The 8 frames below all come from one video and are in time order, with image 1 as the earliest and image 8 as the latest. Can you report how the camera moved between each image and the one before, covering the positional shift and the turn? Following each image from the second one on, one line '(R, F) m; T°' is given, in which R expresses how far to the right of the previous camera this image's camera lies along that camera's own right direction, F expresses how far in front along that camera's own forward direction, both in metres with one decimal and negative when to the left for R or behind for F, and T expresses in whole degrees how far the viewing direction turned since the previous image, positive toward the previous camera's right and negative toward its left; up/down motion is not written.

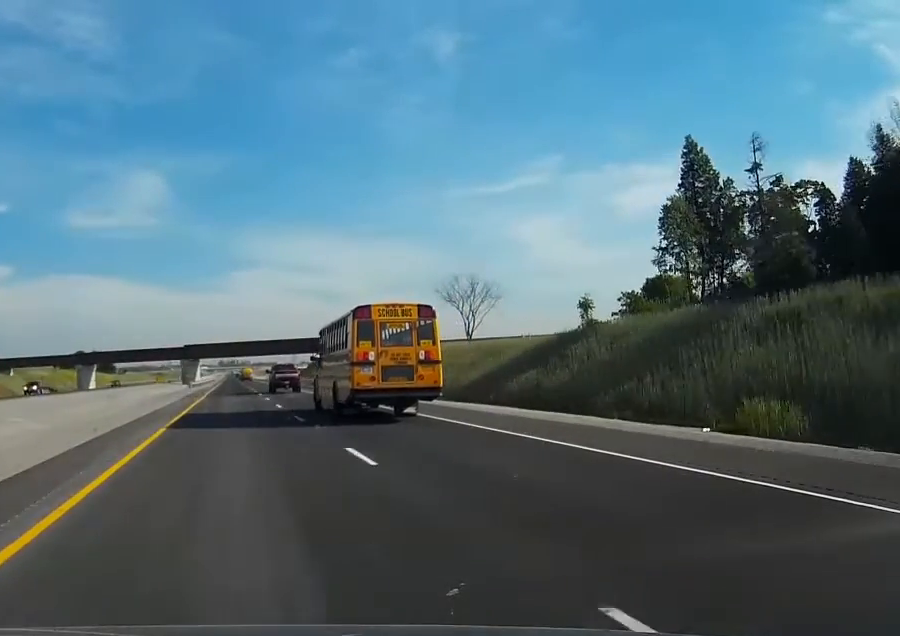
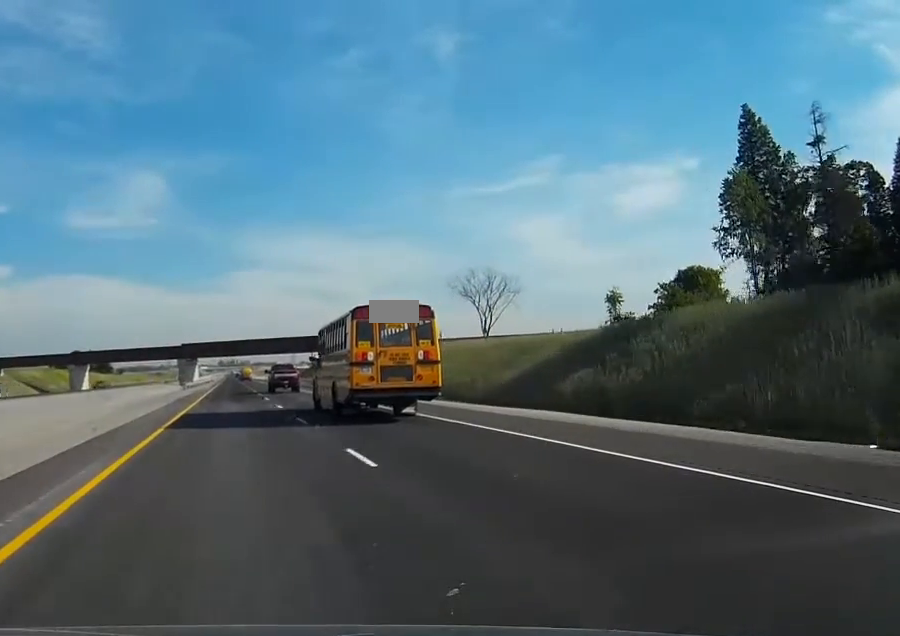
(0.0, +12.3) m; 0°
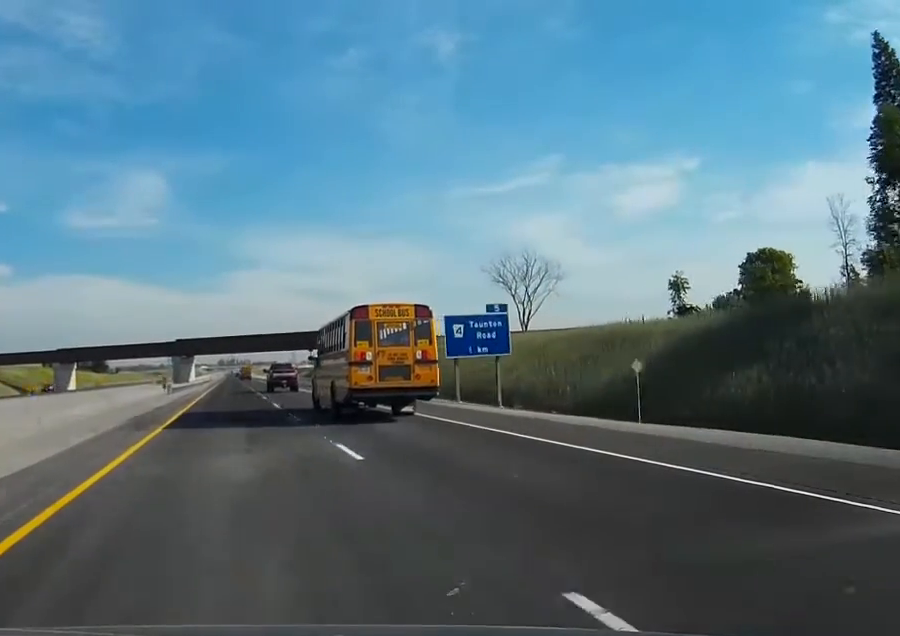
(0.0, +22.5) m; 0°
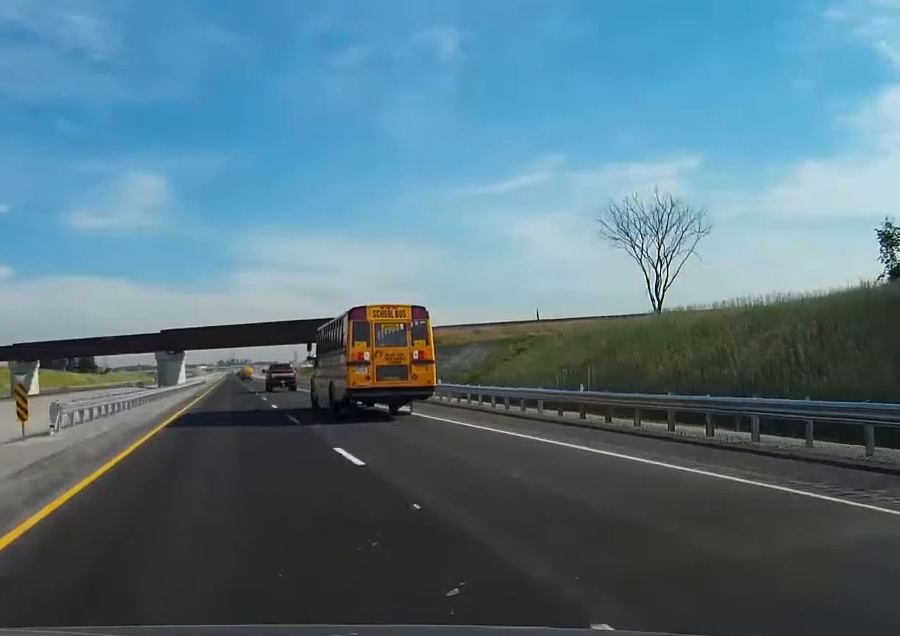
(0.0, +47.8) m; 0°
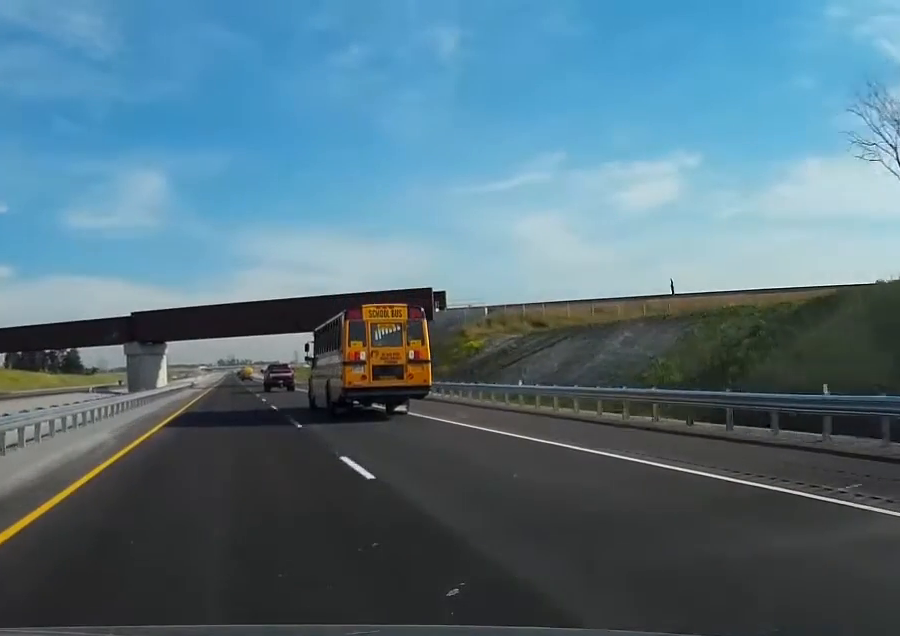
(+0.1, +48.9) m; 0°
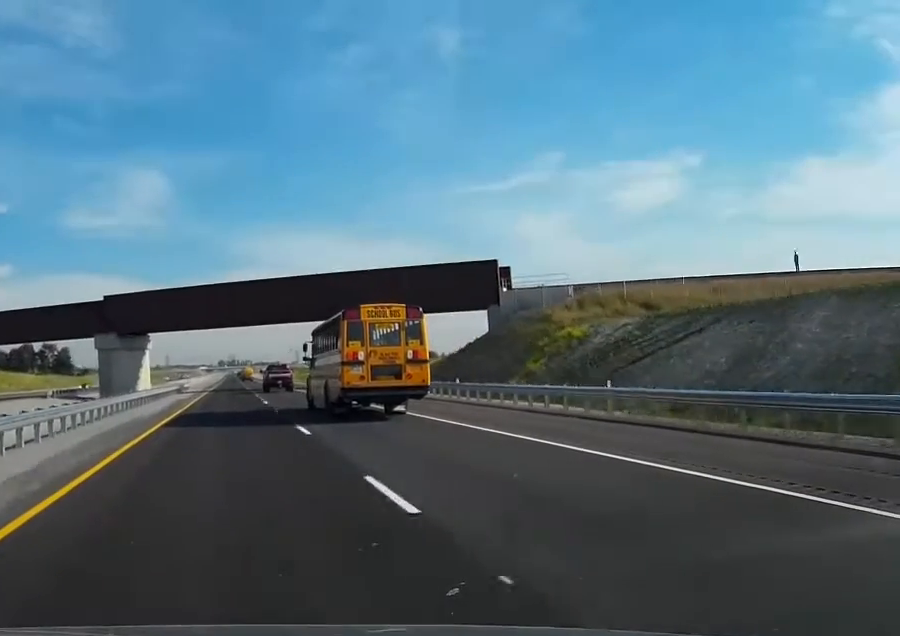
(0.0, +26.6) m; 0°
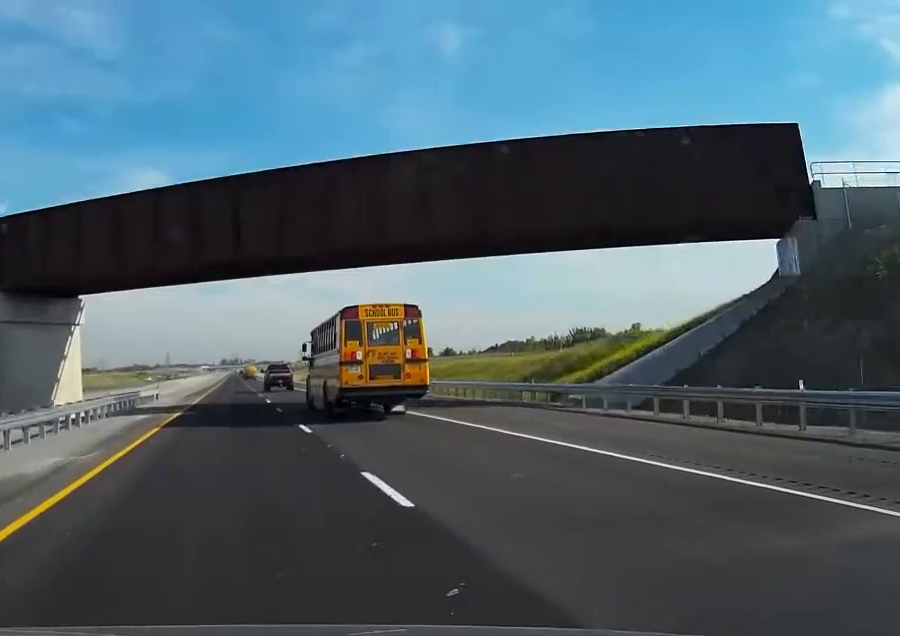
(0.0, +47.2) m; 0°
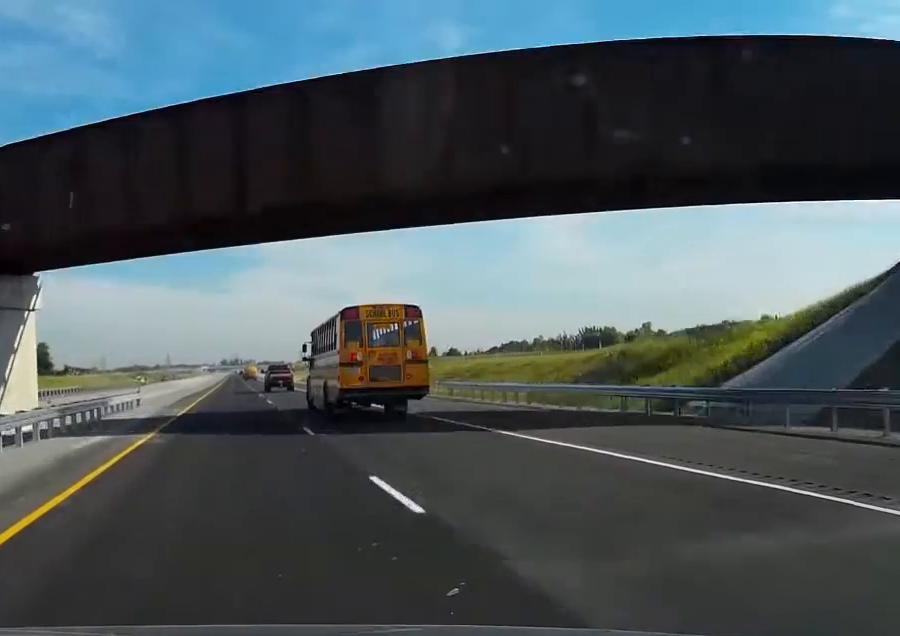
(0.0, +12.3) m; 0°
